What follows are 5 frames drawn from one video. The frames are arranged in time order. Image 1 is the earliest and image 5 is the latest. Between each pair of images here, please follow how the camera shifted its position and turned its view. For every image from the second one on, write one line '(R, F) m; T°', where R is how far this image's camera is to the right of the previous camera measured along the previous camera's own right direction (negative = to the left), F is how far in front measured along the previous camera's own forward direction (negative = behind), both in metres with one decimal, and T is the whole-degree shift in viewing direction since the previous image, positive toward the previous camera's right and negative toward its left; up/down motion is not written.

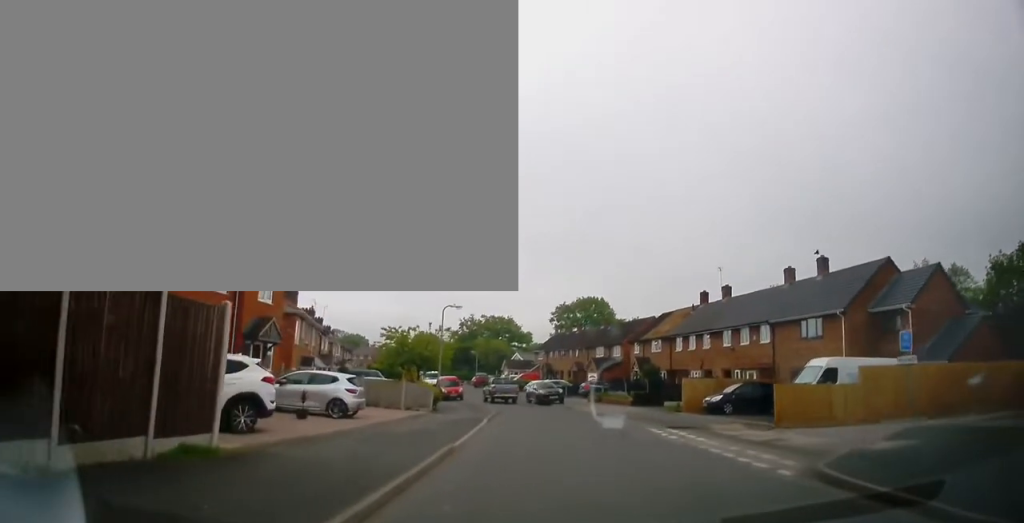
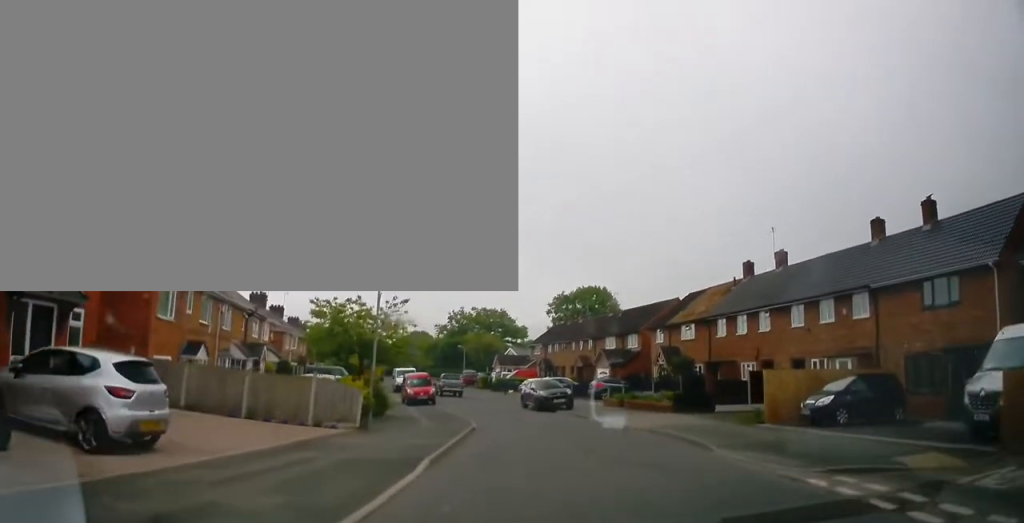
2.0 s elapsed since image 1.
(-0.1, +11.0) m; -1°
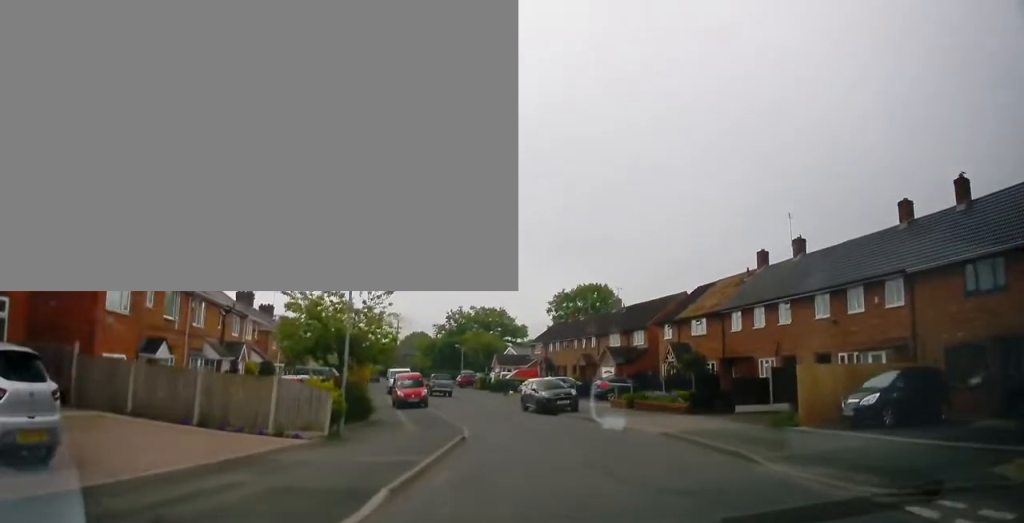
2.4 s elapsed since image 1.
(+0.1, +2.6) m; 0°
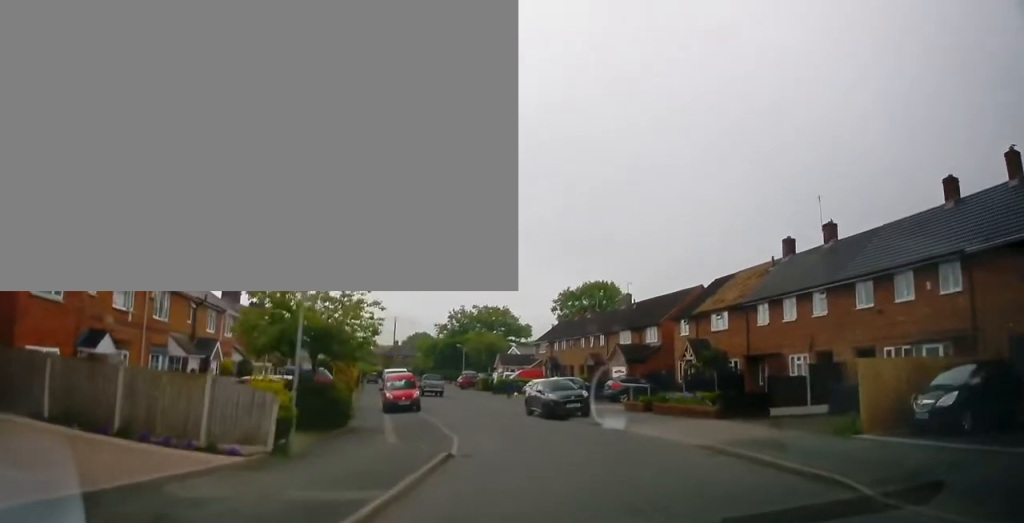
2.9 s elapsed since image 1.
(0.0, +3.3) m; 0°
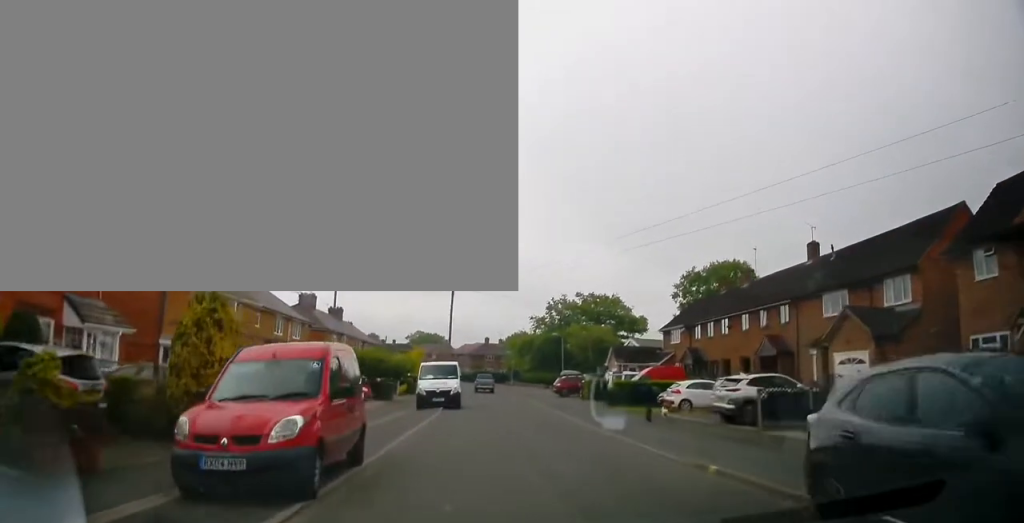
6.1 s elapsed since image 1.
(-1.7, +20.7) m; -9°
